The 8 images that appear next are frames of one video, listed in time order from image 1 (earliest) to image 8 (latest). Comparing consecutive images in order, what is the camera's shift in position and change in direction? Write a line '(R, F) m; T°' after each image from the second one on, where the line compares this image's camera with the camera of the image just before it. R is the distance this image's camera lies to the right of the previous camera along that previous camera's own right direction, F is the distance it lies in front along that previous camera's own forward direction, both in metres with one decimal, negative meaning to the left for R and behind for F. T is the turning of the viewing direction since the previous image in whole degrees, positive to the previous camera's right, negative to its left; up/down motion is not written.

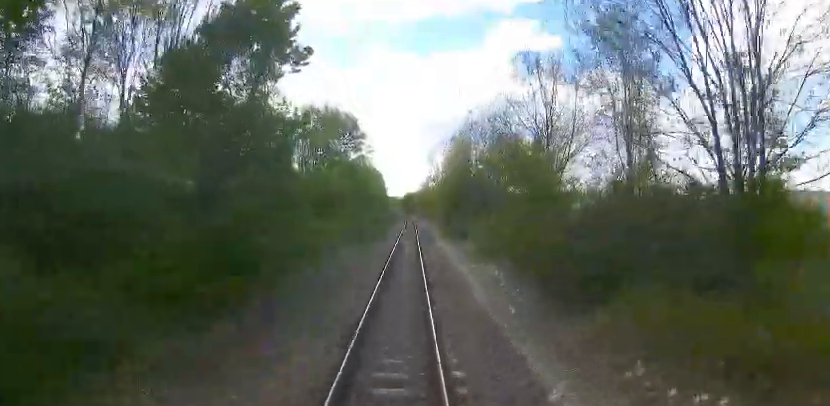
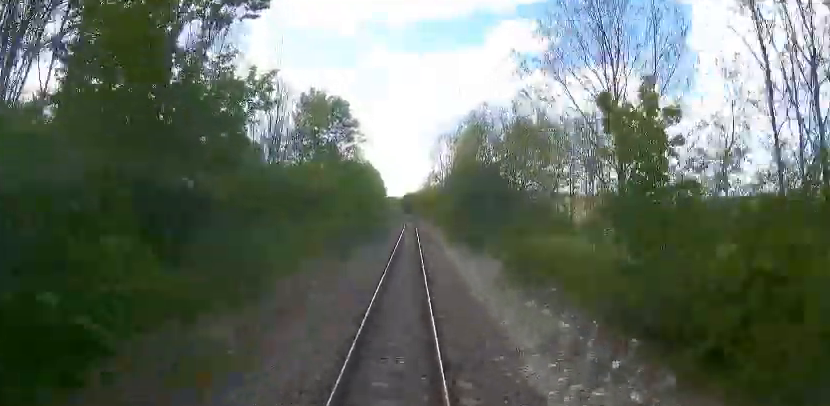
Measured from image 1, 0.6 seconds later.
(+0.2, +7.0) m; 0°
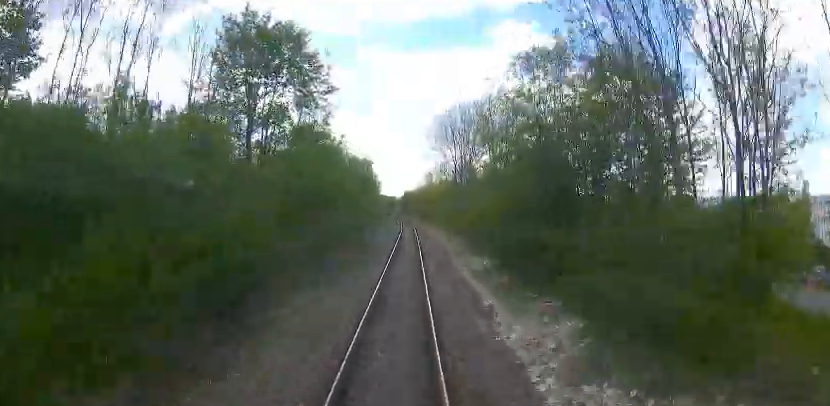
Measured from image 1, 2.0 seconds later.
(-0.1, +17.2) m; -2°
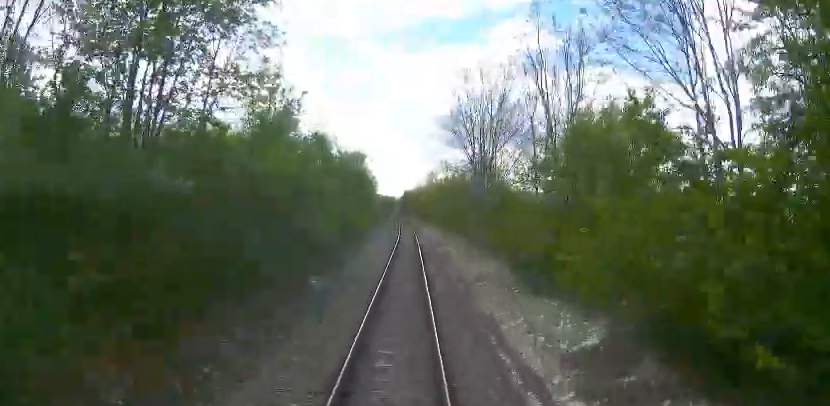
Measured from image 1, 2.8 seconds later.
(-0.1, +10.7) m; +1°
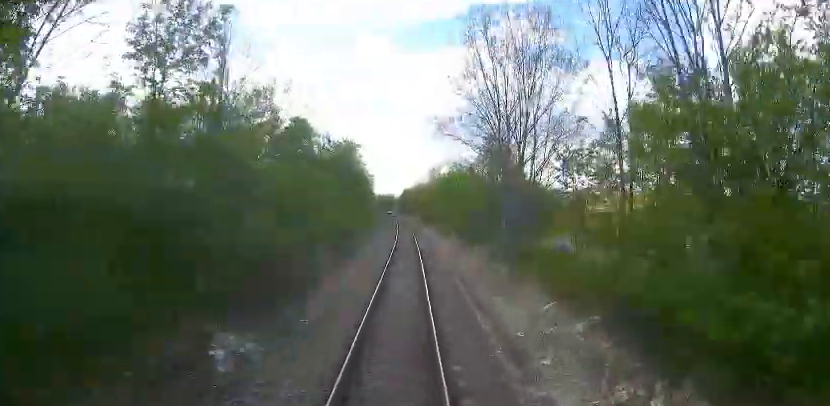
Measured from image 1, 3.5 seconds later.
(+0.1, +8.2) m; +1°
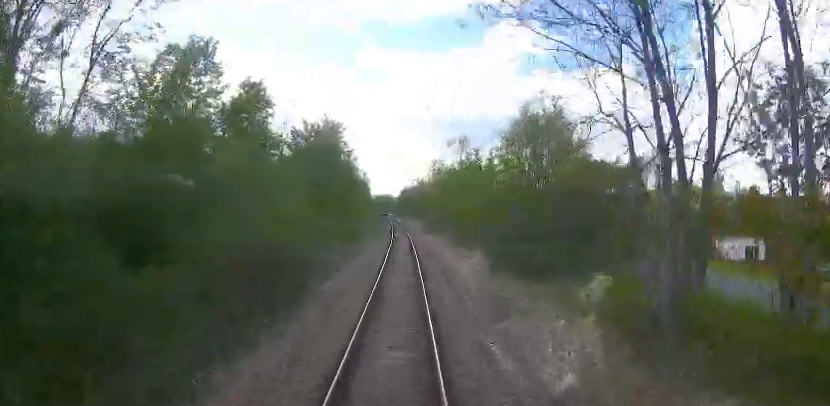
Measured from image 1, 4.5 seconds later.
(+0.1, +12.7) m; -1°
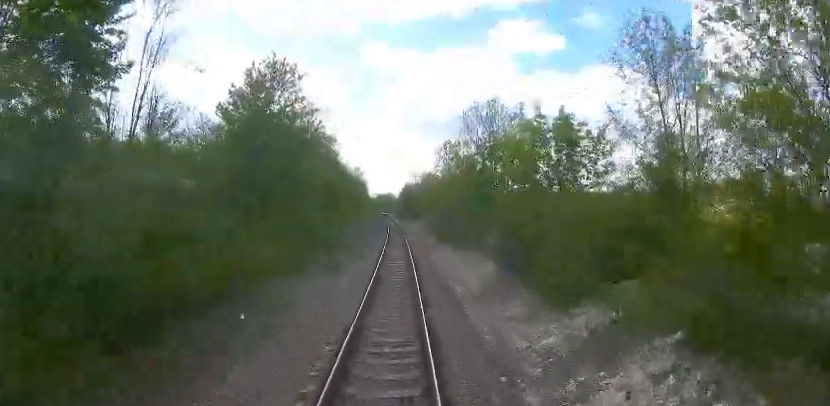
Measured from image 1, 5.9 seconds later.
(-0.5, +16.5) m; -2°
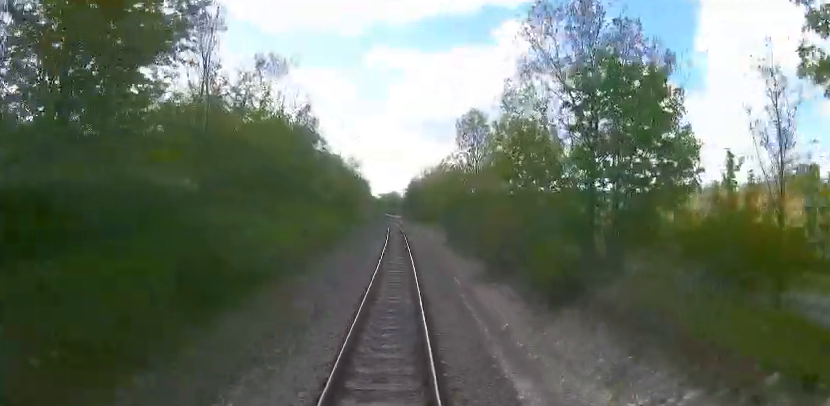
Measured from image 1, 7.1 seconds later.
(+0.1, +15.6) m; +1°
